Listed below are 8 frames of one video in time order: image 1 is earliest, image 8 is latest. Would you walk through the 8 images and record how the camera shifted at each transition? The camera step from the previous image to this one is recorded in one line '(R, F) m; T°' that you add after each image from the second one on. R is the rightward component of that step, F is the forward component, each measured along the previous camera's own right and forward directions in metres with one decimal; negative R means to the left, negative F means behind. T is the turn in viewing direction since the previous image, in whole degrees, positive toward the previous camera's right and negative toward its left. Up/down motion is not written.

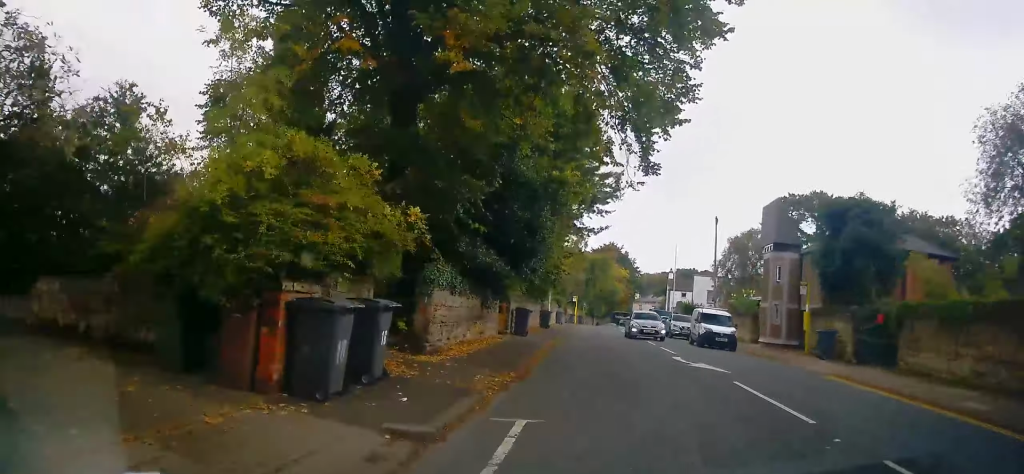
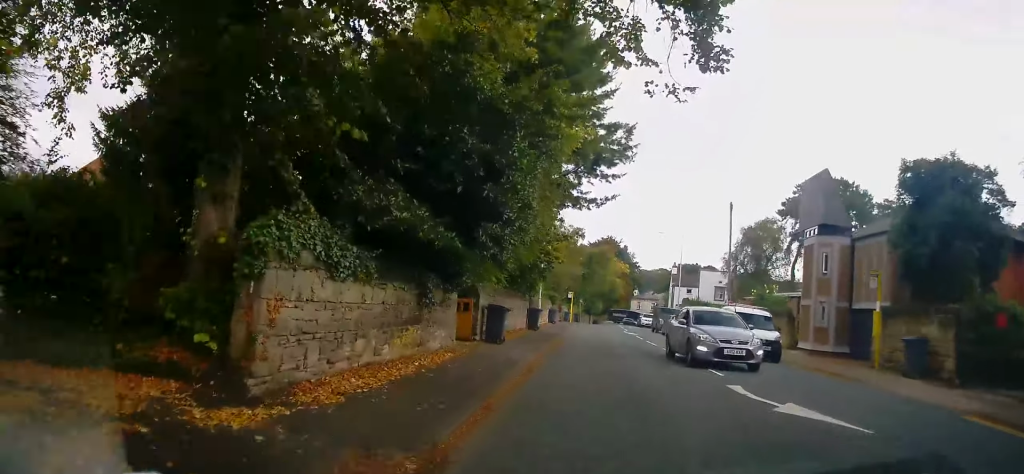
(-0.1, +6.6) m; 0°
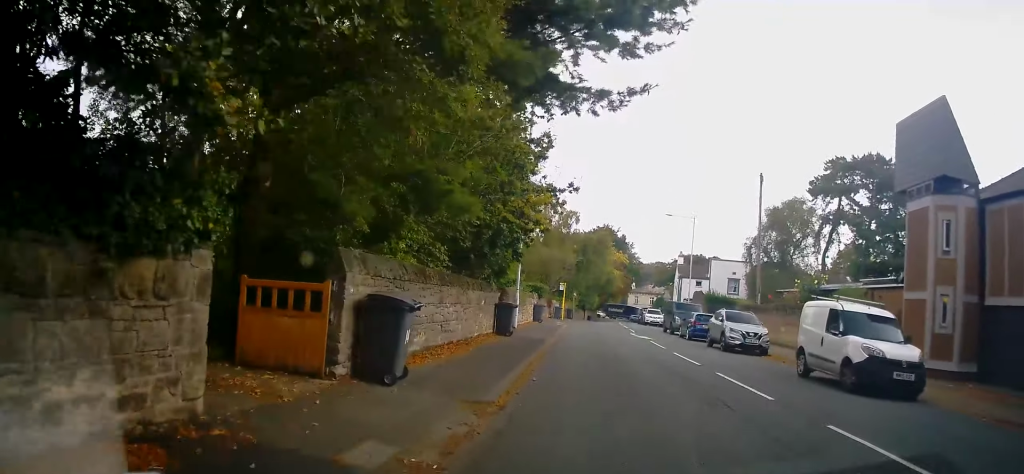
(+0.1, +9.2) m; -1°
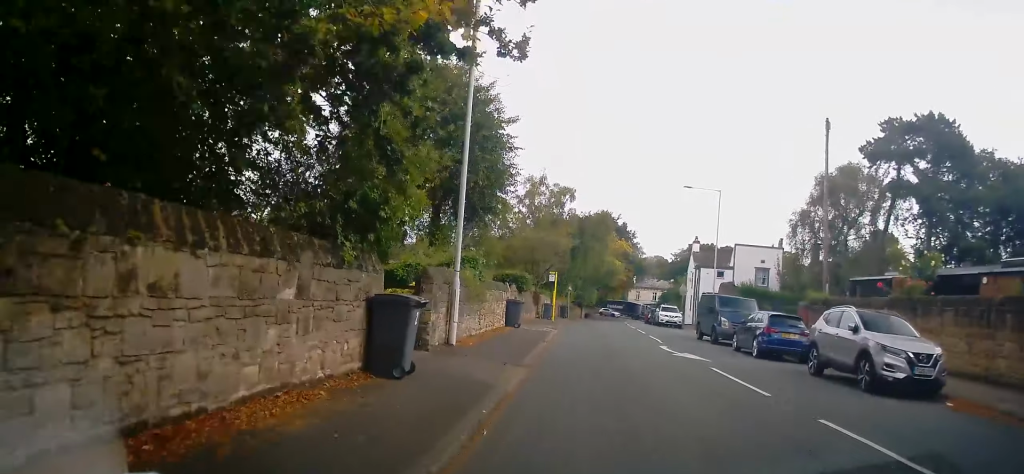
(-0.4, +11.4) m; 0°
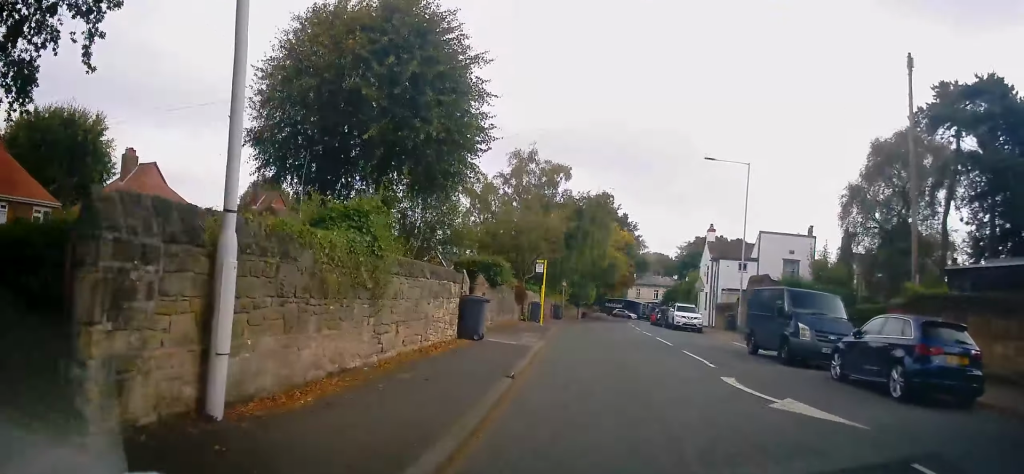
(+0.4, +8.3) m; +1°
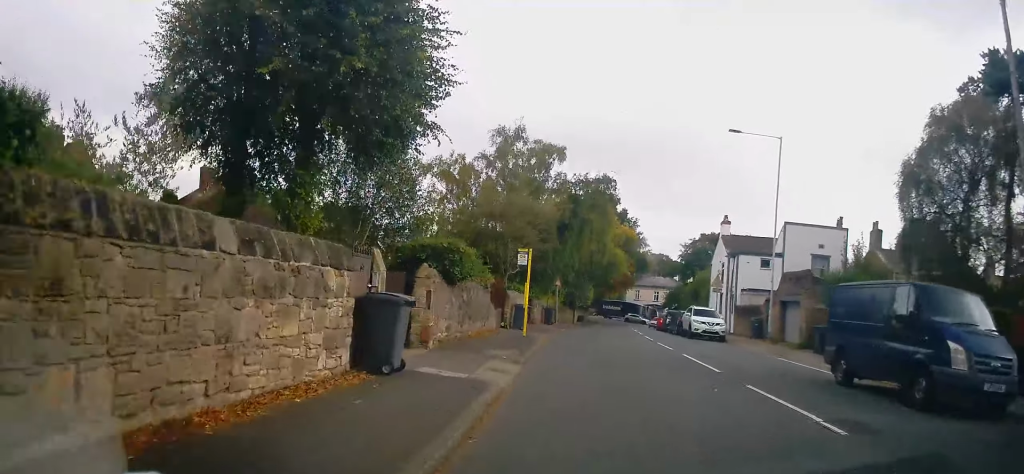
(-0.3, +6.6) m; 0°
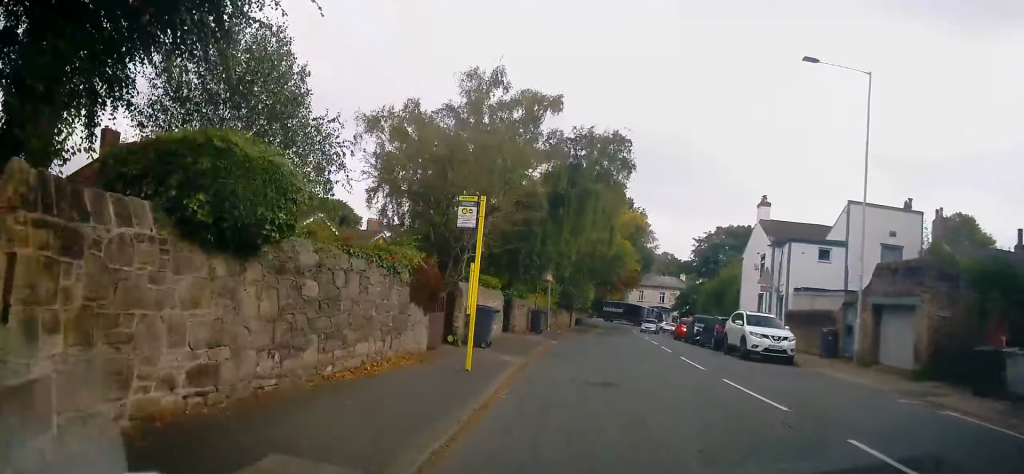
(+0.3, +9.9) m; +2°
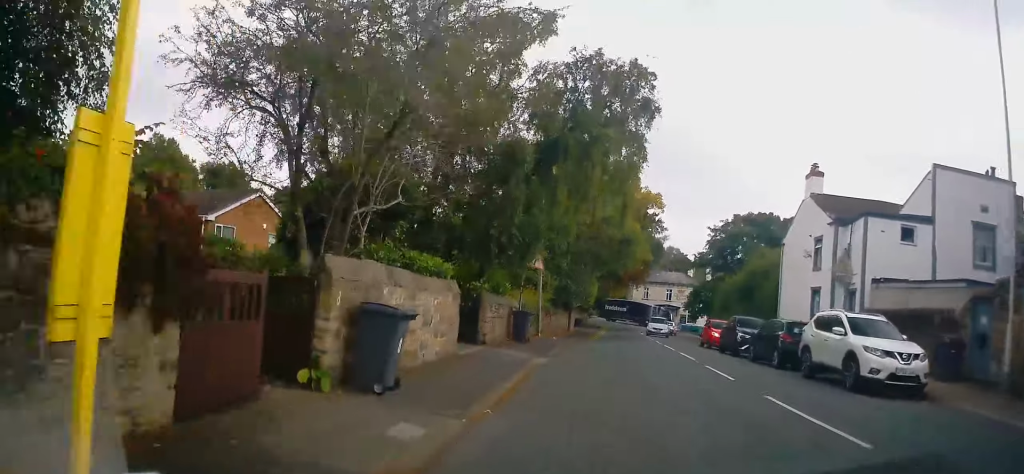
(0.0, +8.1) m; -3°
